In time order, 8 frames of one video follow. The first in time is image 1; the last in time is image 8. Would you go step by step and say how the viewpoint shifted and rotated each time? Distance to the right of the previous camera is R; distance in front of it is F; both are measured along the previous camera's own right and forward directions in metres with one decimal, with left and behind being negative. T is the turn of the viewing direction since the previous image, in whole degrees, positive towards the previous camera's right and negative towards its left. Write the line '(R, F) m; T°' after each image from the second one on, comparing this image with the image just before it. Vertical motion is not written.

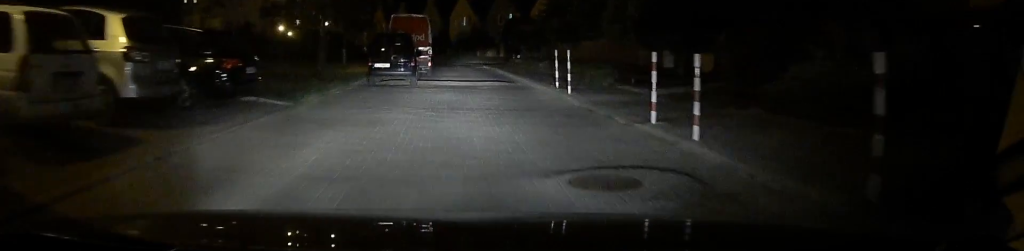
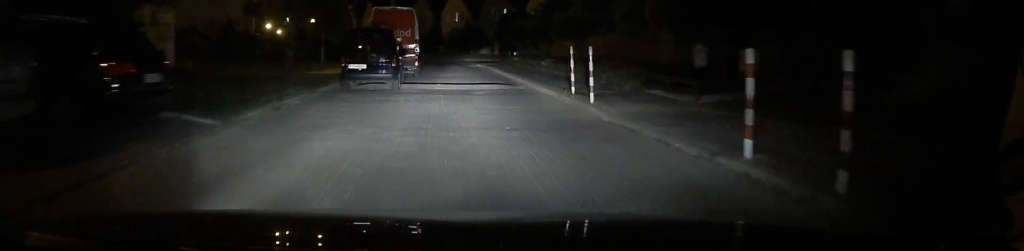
(0.0, +3.4) m; +1°
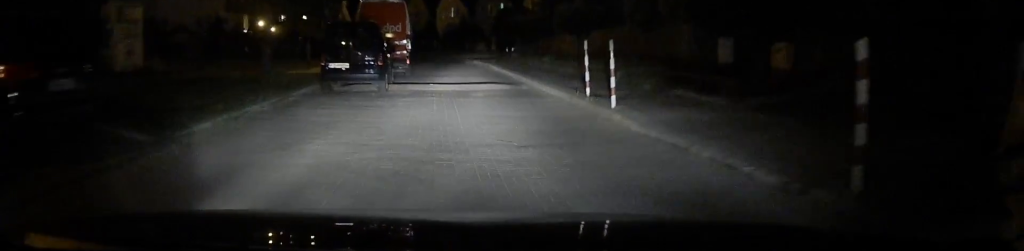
(0.0, +2.0) m; 0°
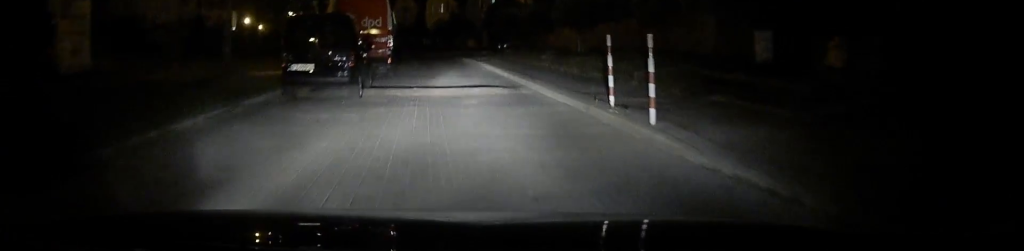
(0.0, +2.6) m; +1°
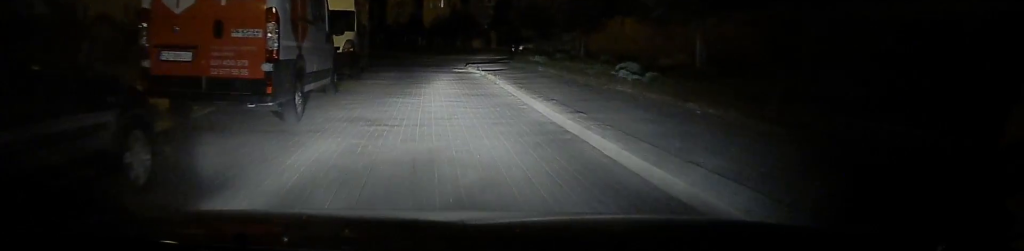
(+0.3, +11.5) m; +1°
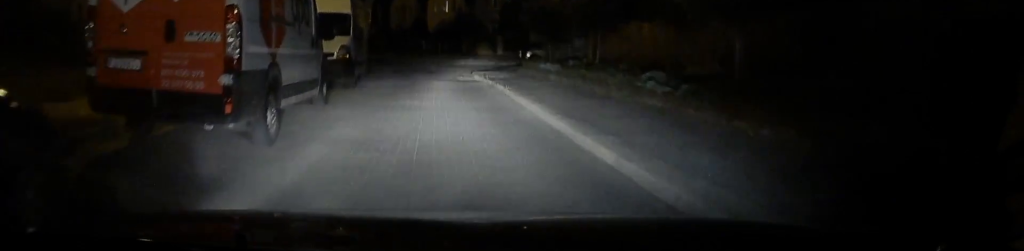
(0.0, +1.5) m; -1°
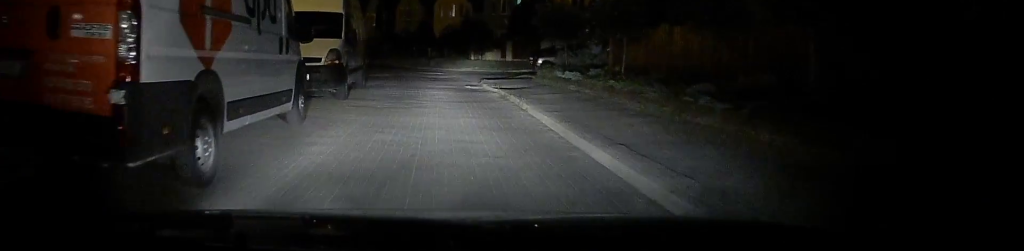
(0.0, +2.0) m; 0°
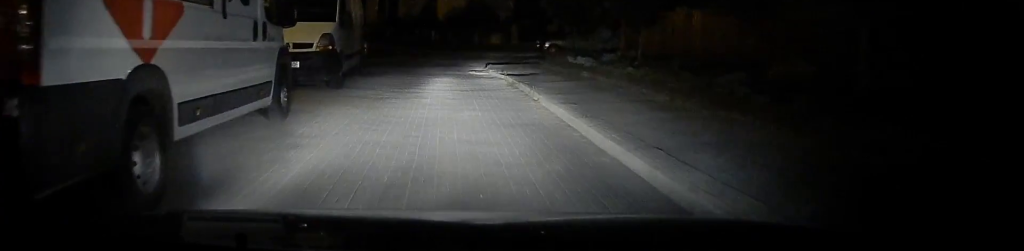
(0.0, +1.2) m; +1°
